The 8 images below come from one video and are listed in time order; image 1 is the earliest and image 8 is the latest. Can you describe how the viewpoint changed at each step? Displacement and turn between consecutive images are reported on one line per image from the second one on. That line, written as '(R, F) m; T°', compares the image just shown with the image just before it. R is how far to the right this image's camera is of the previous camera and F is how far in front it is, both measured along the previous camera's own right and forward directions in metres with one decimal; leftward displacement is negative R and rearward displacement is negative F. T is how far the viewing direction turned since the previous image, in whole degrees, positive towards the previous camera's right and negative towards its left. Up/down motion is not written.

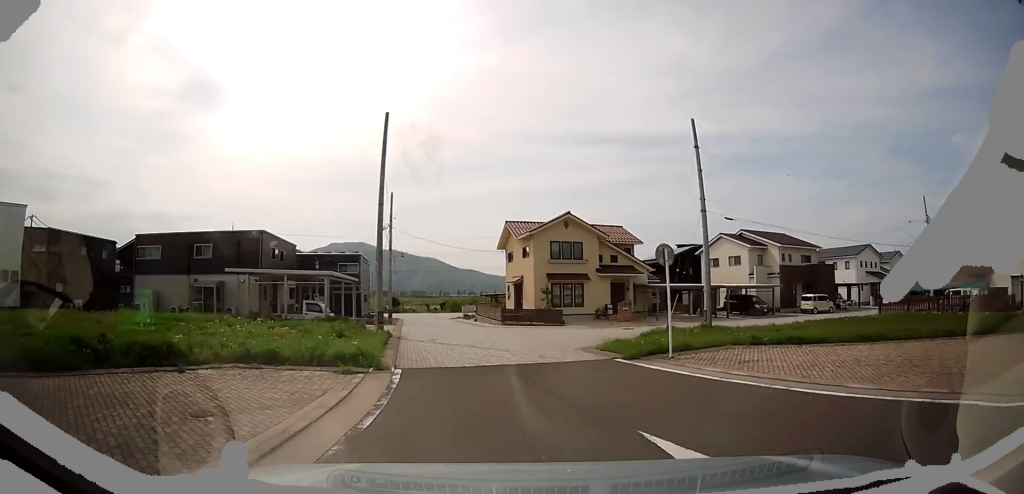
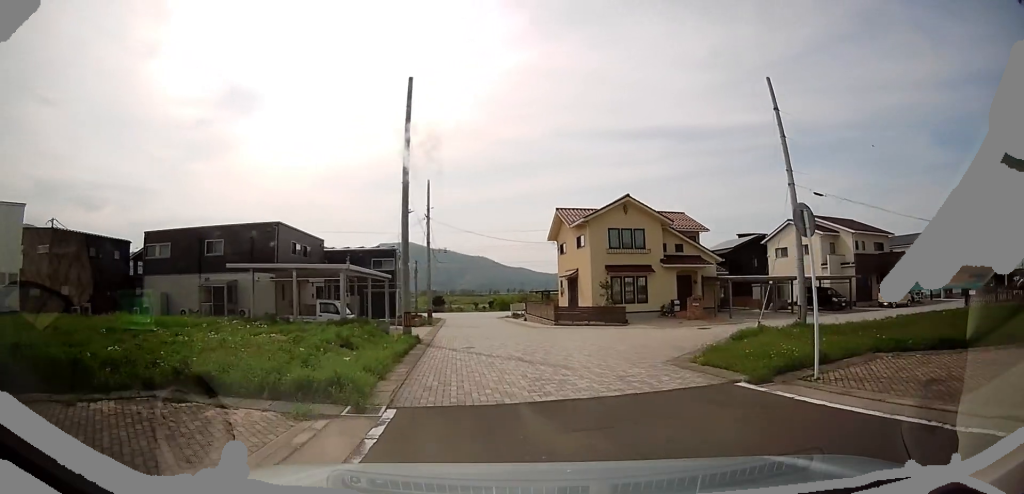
(+0.4, +4.8) m; -1°
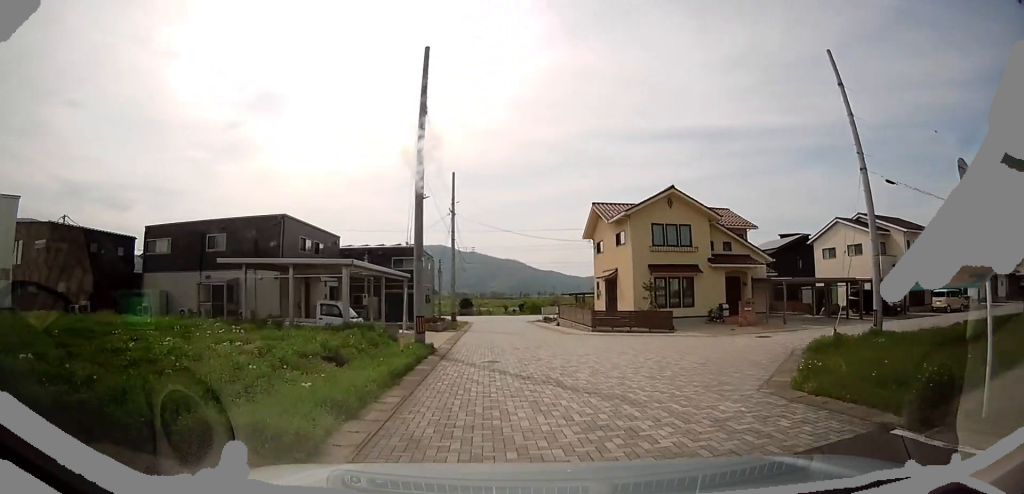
(0.0, +3.4) m; -7°
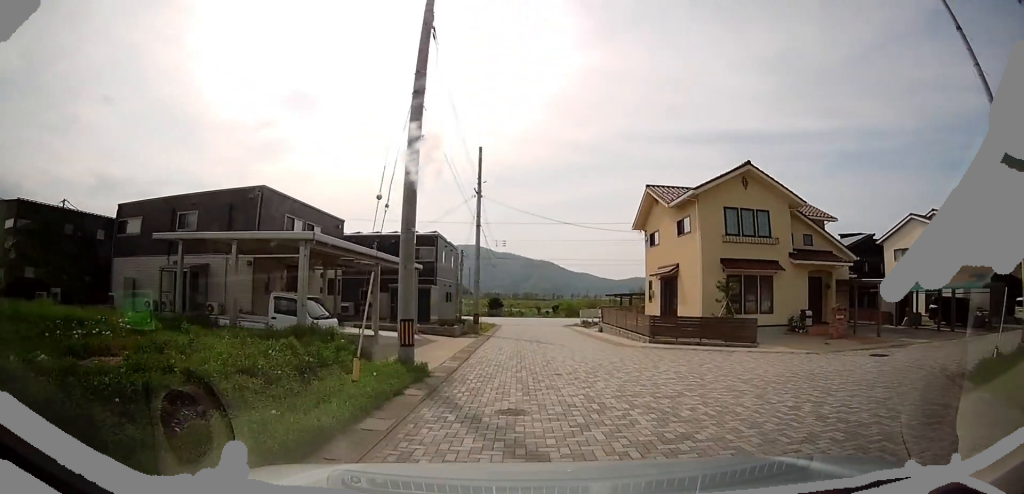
(-1.0, +6.1) m; -24°
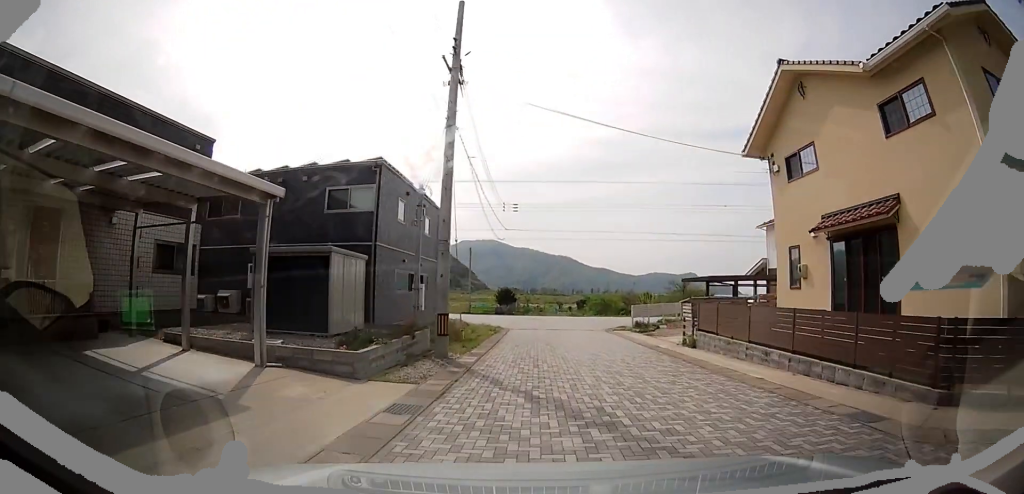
(-0.7, +13.8) m; +9°
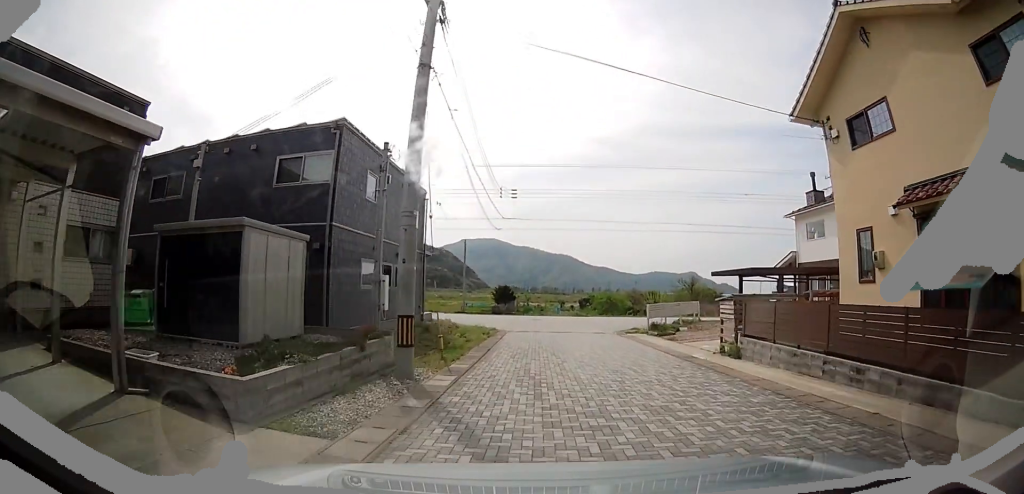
(0.0, +3.1) m; 0°
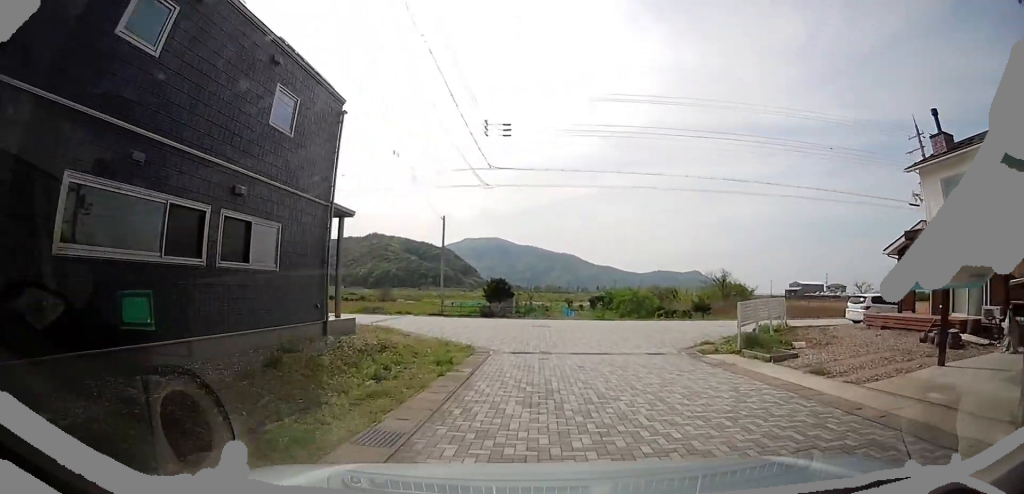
(0.0, +8.9) m; 0°
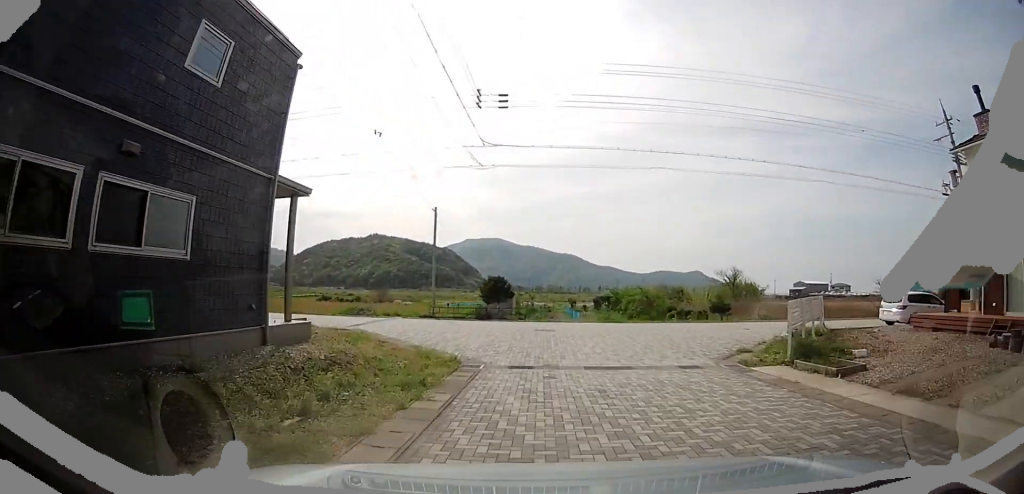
(0.0, +2.2) m; 0°
